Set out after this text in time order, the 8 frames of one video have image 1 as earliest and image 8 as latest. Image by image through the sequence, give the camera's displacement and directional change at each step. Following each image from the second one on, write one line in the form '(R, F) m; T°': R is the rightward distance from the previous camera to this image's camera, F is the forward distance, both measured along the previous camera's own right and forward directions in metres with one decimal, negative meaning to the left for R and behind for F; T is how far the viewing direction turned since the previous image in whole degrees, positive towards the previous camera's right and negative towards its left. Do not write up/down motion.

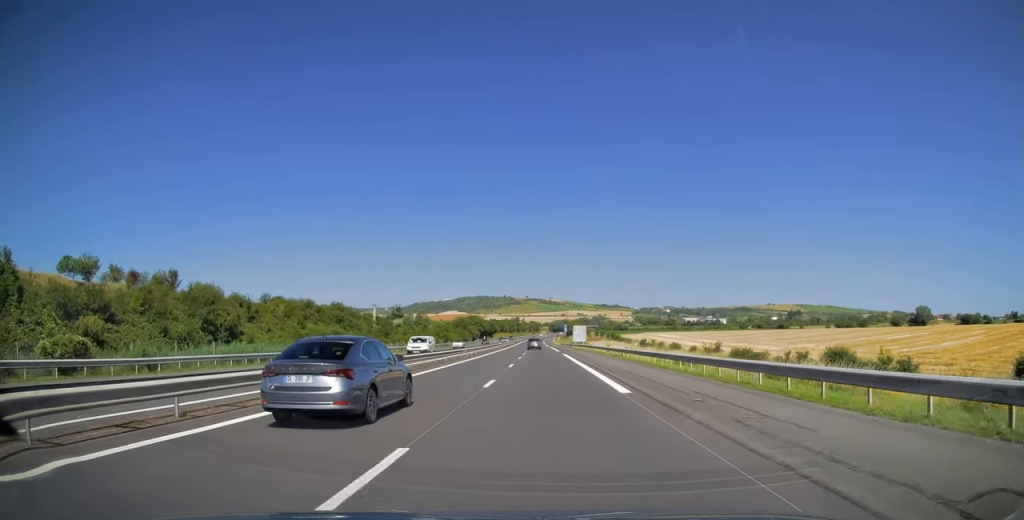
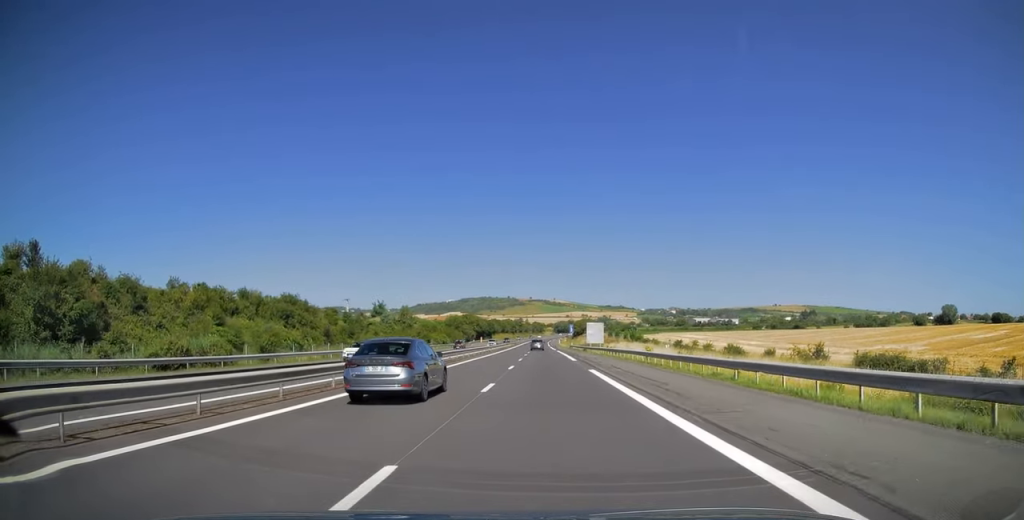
(-0.3, +27.5) m; -1°
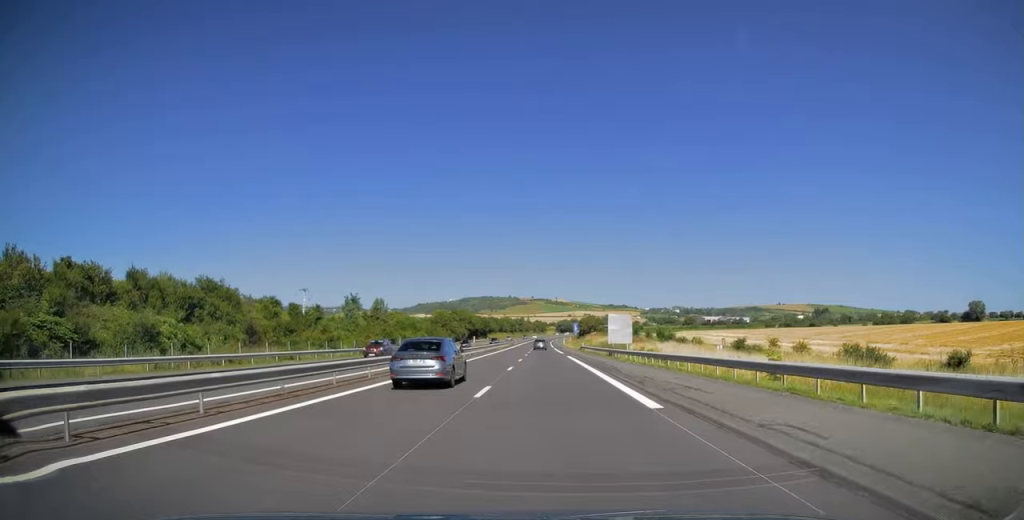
(-0.2, +28.0) m; 0°
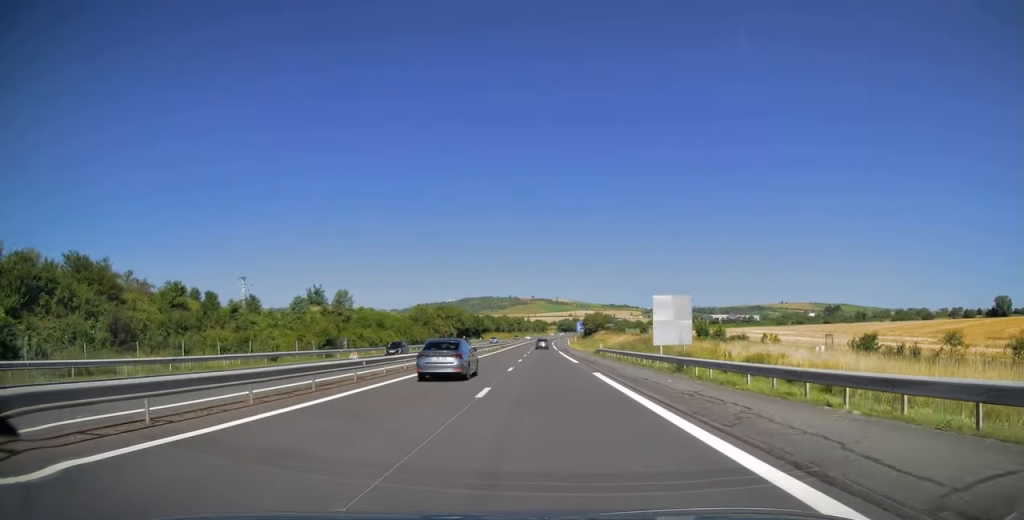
(0.0, +25.9) m; 0°
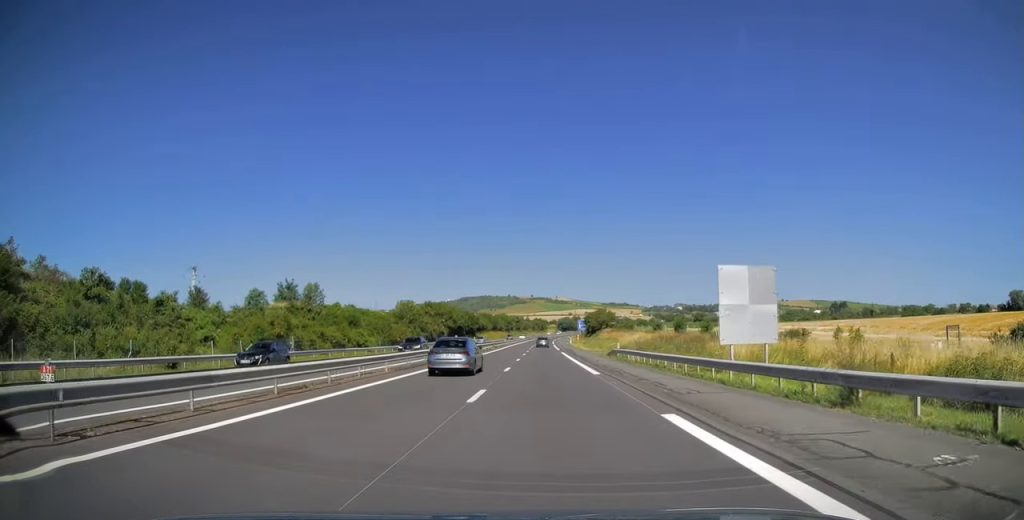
(+0.2, +14.6) m; 0°
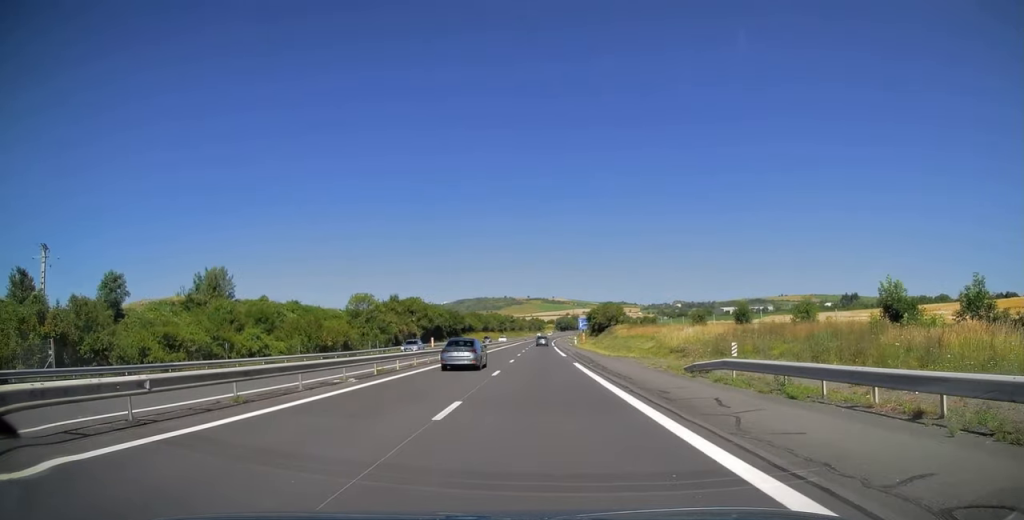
(0.0, +29.1) m; 0°
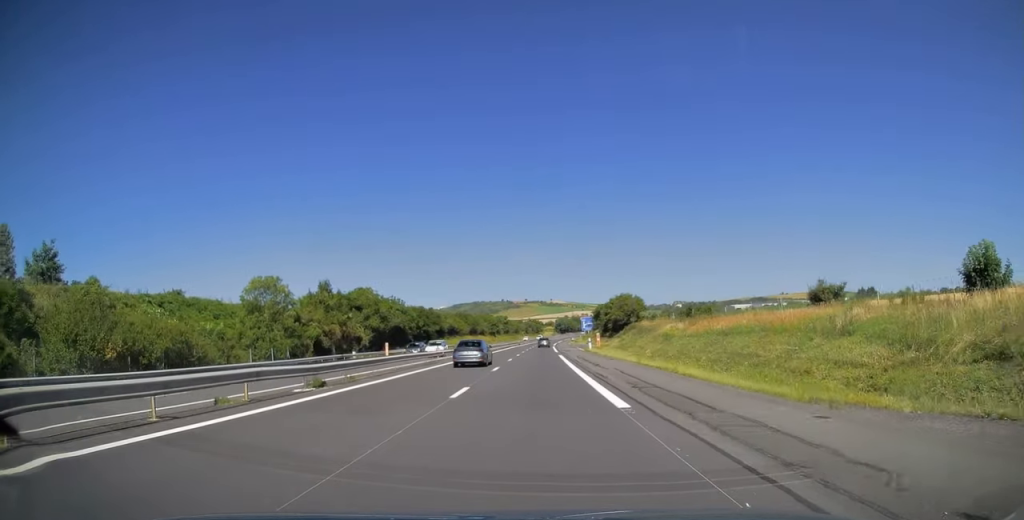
(+0.1, +35.0) m; 0°
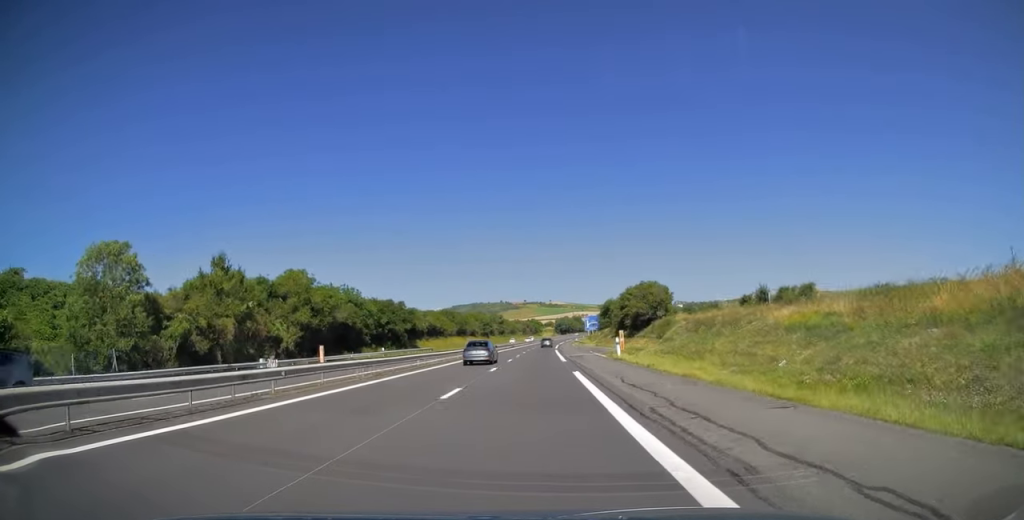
(0.0, +26.4) m; 0°
